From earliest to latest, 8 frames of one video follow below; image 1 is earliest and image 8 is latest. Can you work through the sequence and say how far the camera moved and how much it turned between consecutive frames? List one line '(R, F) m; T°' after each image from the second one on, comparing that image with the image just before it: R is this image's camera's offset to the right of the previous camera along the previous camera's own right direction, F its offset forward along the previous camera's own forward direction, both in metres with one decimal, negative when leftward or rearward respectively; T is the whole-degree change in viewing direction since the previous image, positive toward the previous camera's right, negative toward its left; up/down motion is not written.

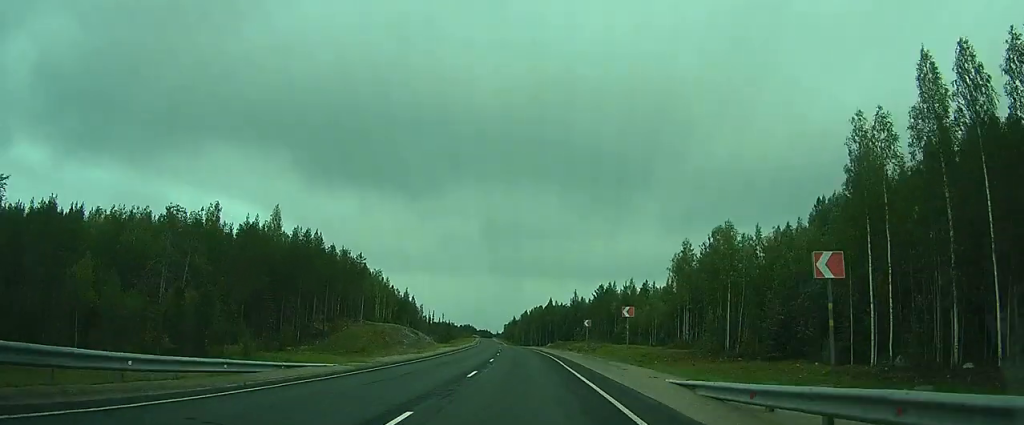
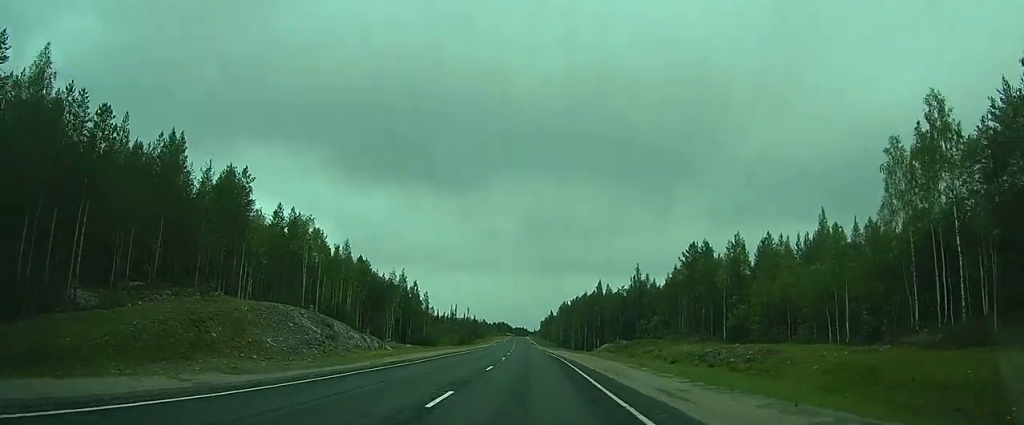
(-0.8, +63.0) m; -1°
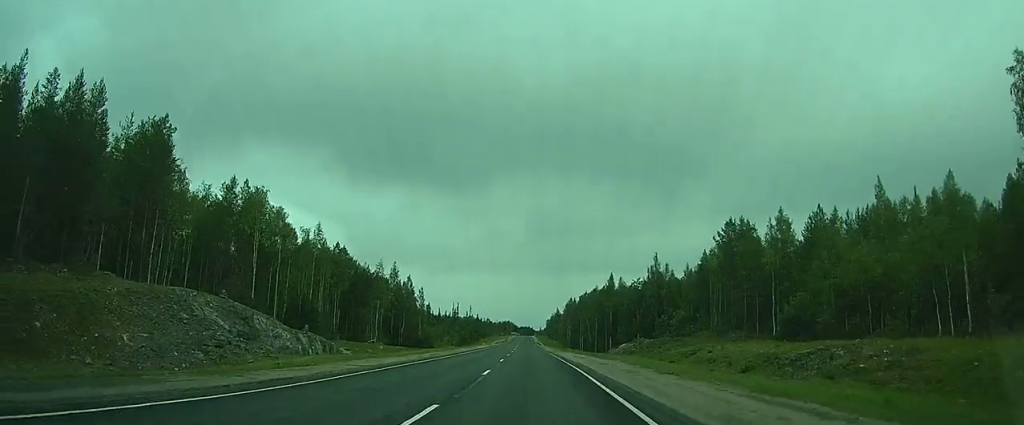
(-0.2, +16.5) m; -1°
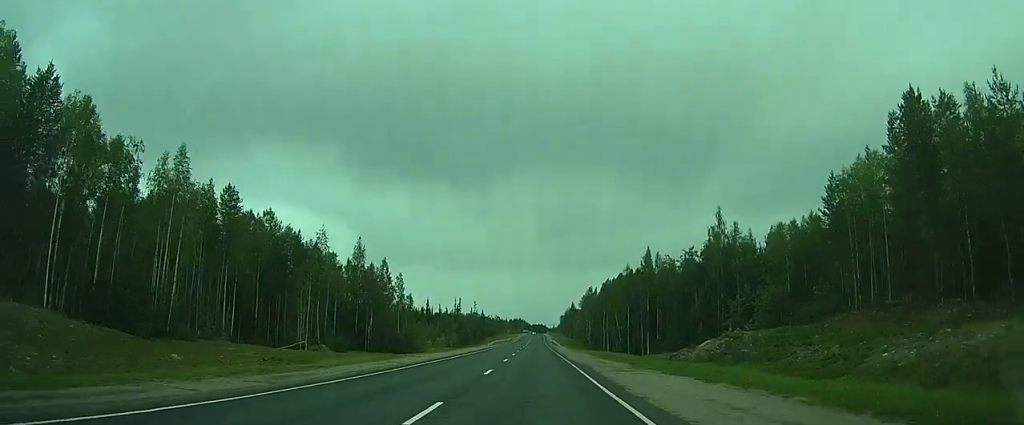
(-0.4, +40.2) m; -1°
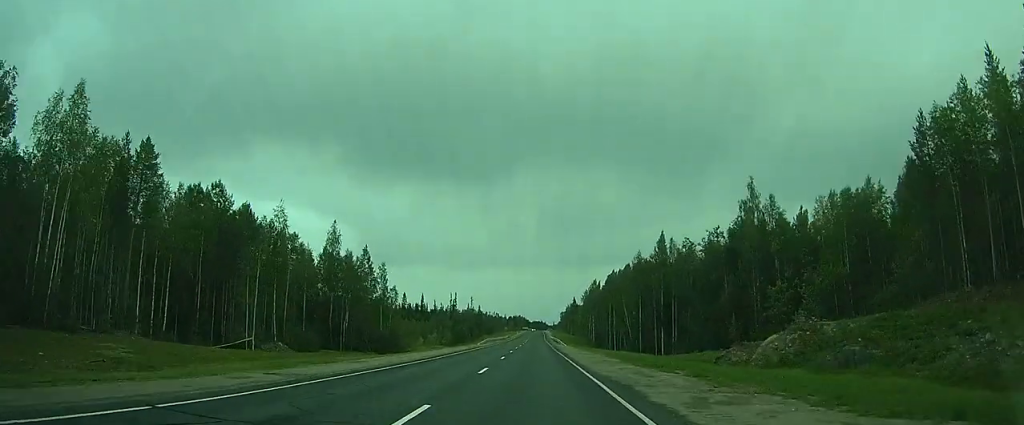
(-0.1, +14.9) m; -1°
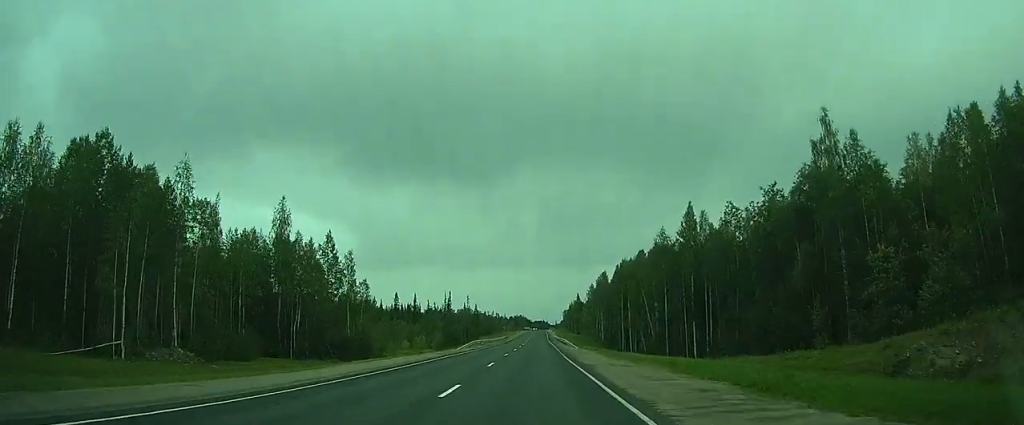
(-0.2, +22.0) m; -1°
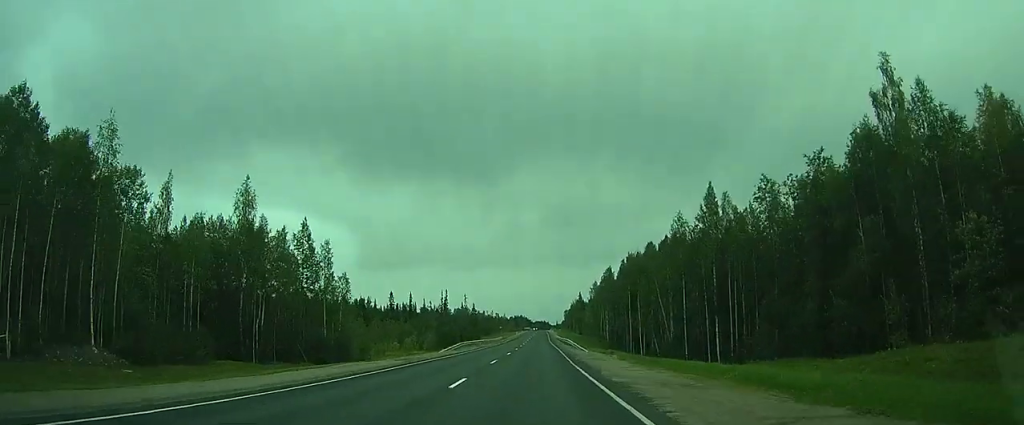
(-0.1, +11.5) m; 0°
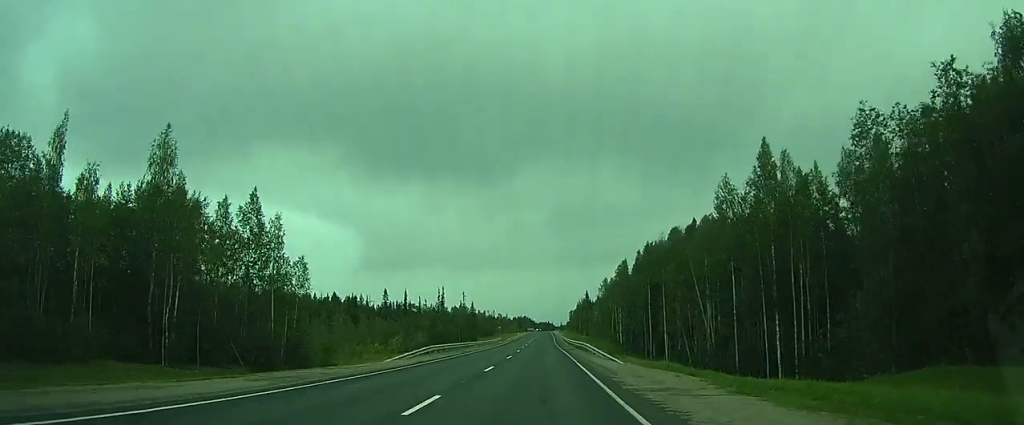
(0.0, +19.4) m; 0°
